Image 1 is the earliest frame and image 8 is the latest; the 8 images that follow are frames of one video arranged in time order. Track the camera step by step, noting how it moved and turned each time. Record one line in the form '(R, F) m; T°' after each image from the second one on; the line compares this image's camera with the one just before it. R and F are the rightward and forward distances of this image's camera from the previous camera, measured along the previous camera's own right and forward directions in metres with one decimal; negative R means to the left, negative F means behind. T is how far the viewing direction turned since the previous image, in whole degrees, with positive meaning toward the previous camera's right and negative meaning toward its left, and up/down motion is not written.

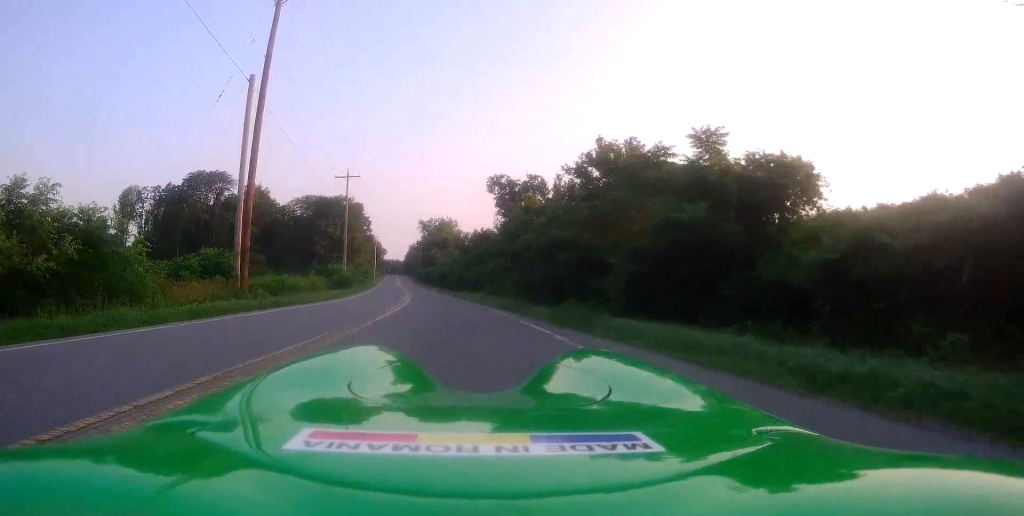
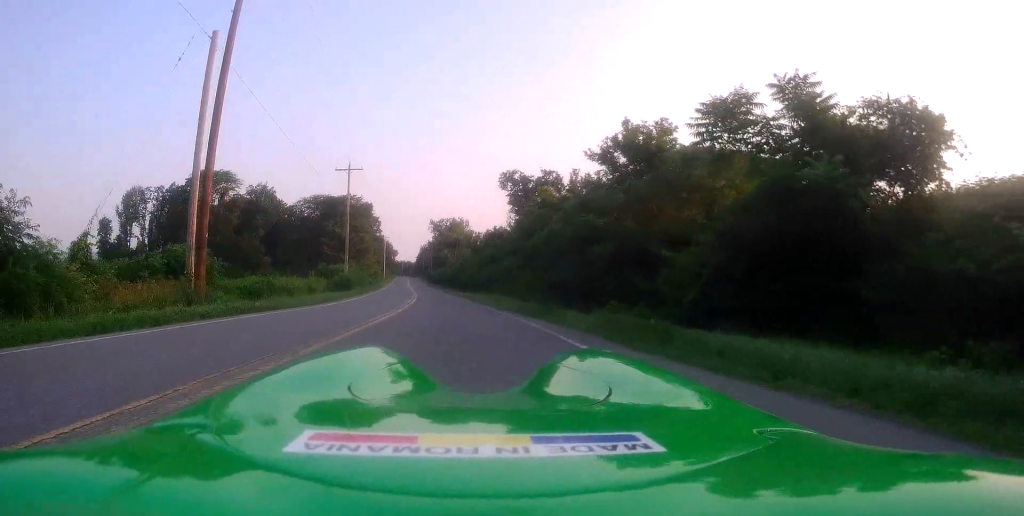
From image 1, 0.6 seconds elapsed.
(-0.1, +4.0) m; -3°
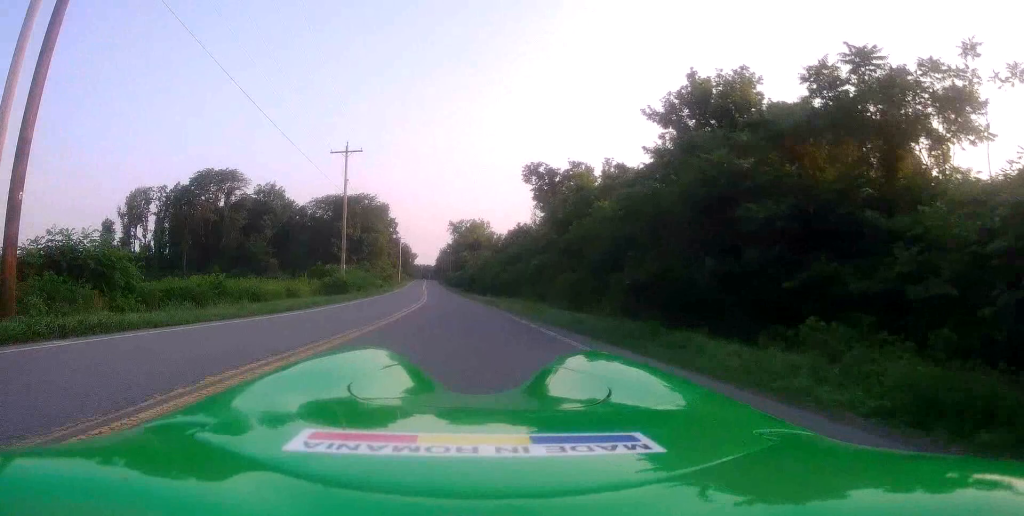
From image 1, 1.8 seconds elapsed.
(0.0, +8.4) m; +2°
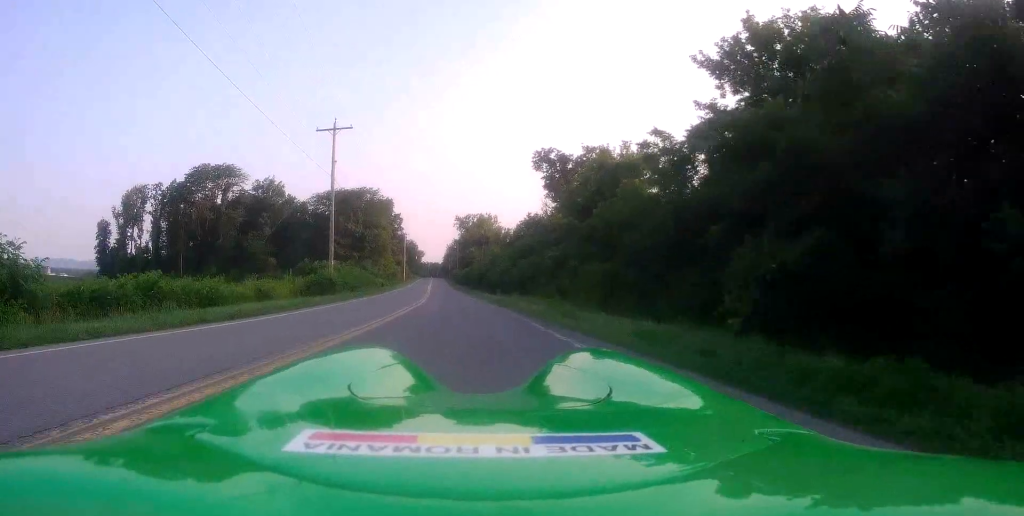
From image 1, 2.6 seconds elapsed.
(+0.2, +5.5) m; +1°
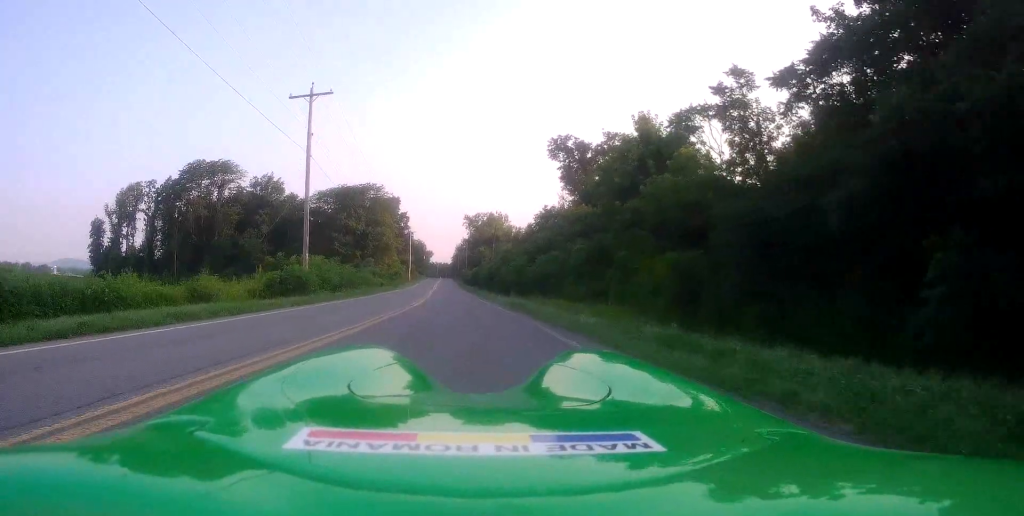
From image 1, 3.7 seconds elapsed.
(-0.2, +7.4) m; 0°
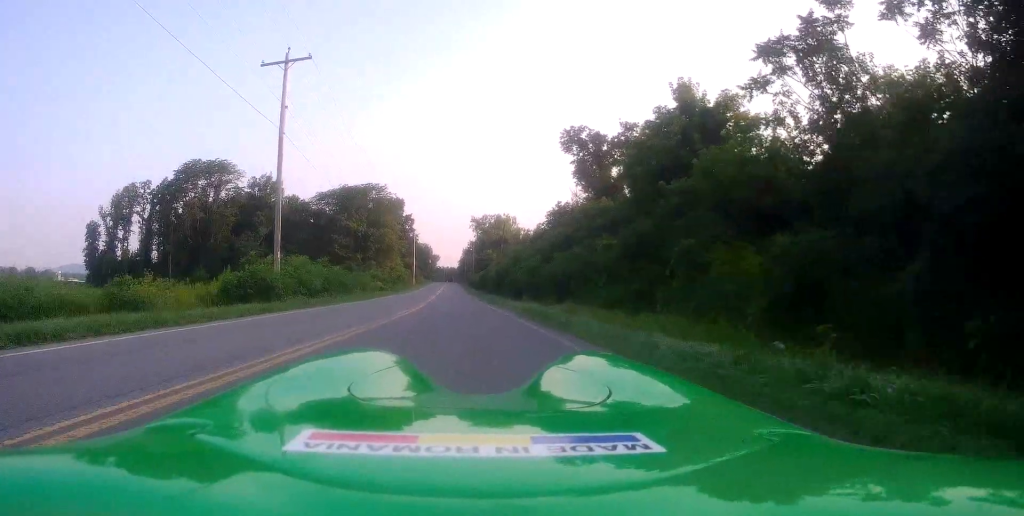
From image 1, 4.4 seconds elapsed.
(+0.2, +5.2) m; -1°
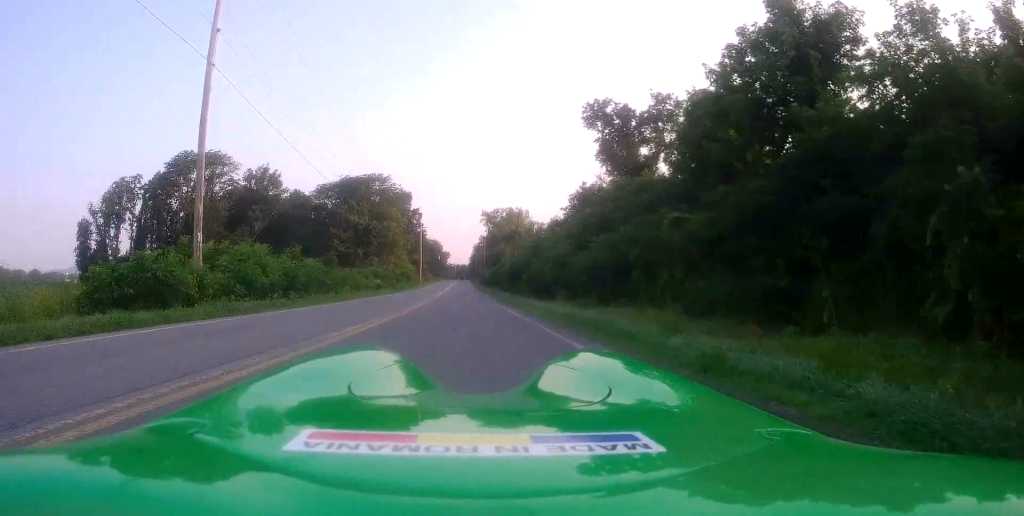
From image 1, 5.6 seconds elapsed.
(-0.4, +8.4) m; -5°
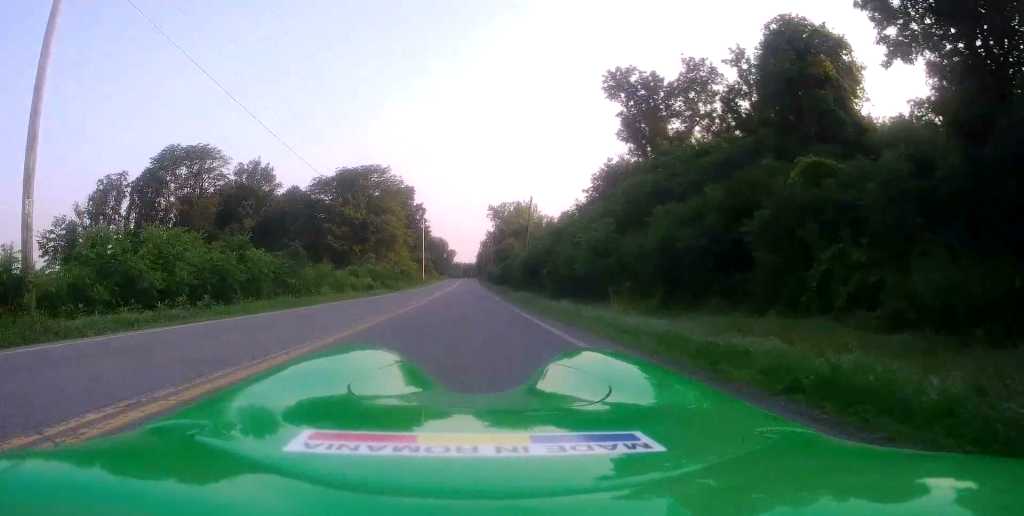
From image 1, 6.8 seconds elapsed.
(-0.3, +7.7) m; -1°
